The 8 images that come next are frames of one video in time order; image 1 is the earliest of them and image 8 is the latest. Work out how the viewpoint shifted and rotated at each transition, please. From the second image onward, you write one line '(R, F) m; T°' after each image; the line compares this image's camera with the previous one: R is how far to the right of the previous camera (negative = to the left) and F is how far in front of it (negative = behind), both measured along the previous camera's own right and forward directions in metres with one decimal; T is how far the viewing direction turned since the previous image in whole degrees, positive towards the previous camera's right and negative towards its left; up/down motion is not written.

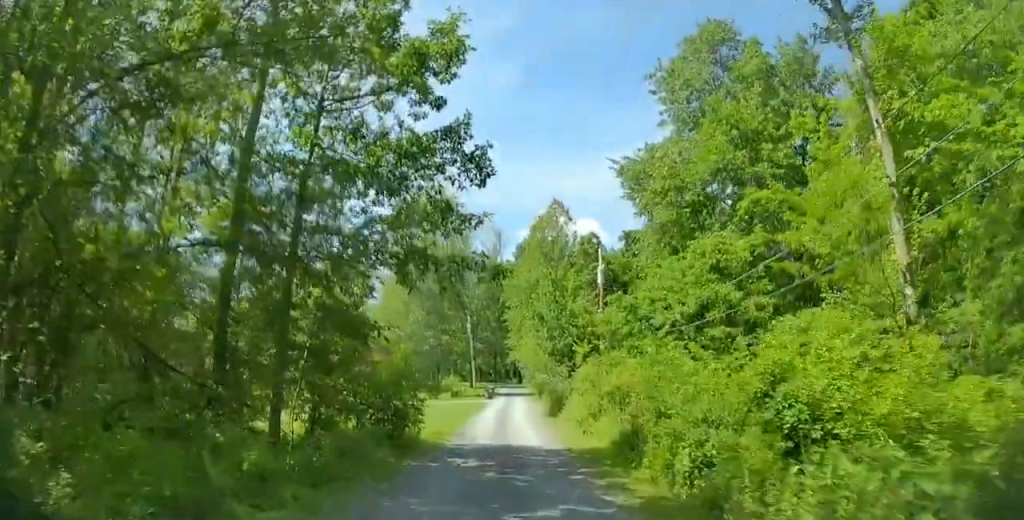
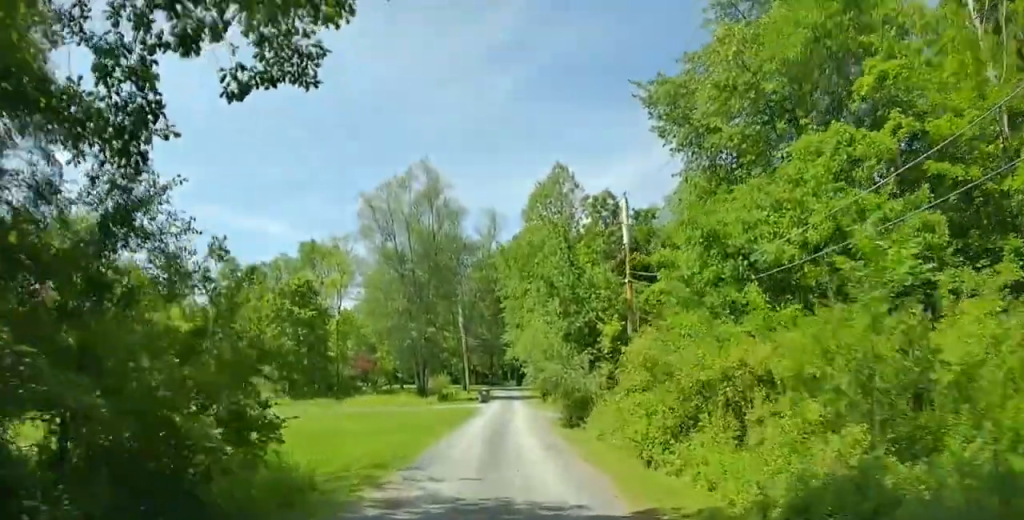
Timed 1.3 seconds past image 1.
(+0.3, +9.6) m; +1°
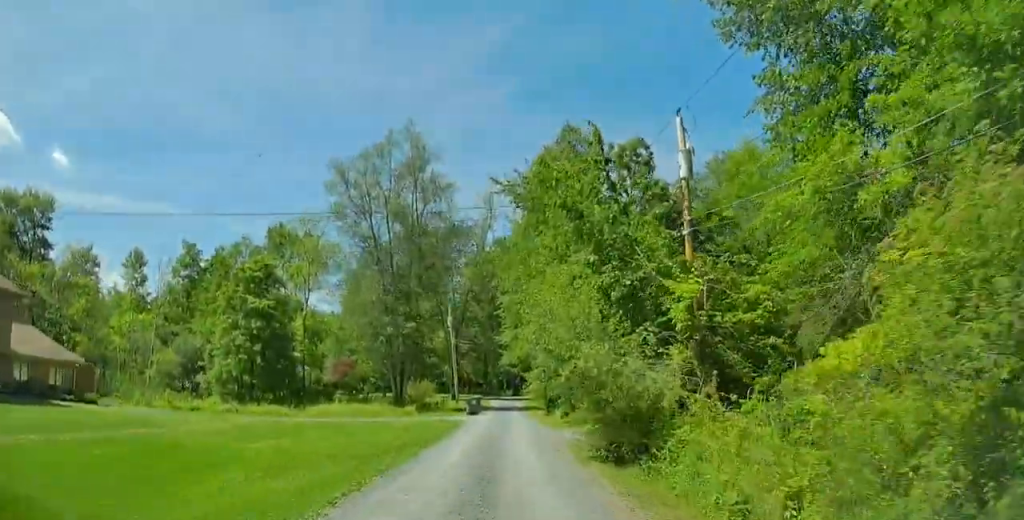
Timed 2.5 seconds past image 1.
(-0.4, +9.9) m; -3°
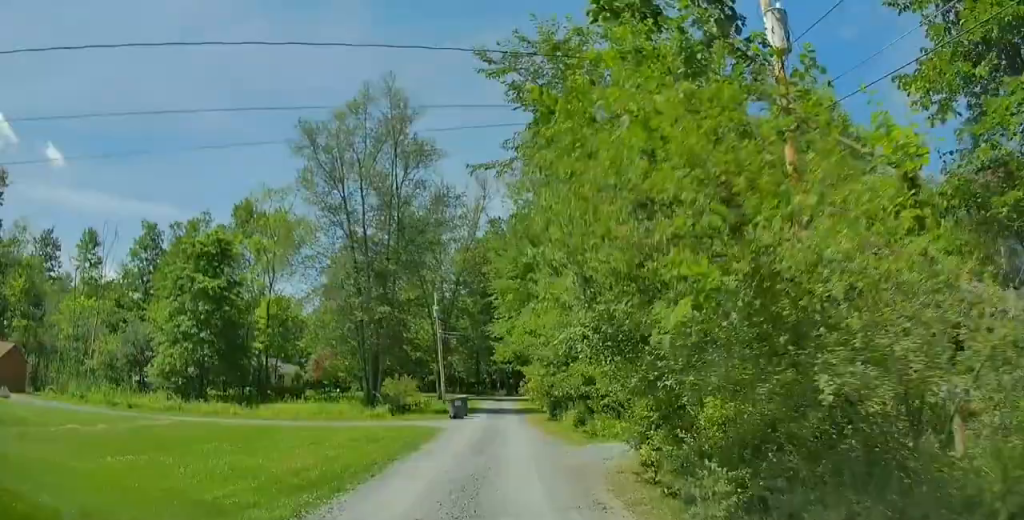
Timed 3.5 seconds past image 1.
(-0.1, +7.8) m; +2°
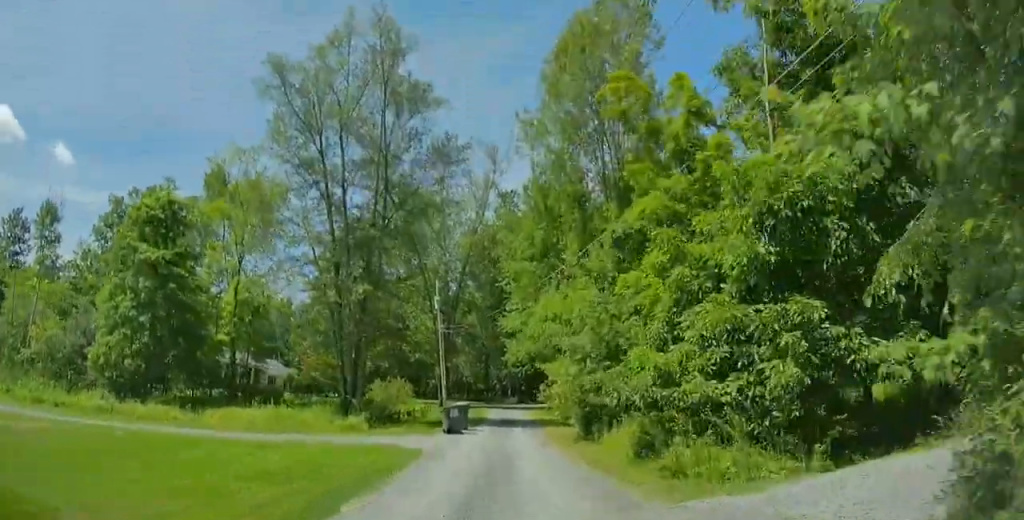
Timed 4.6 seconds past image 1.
(+0.6, +8.9) m; +5°
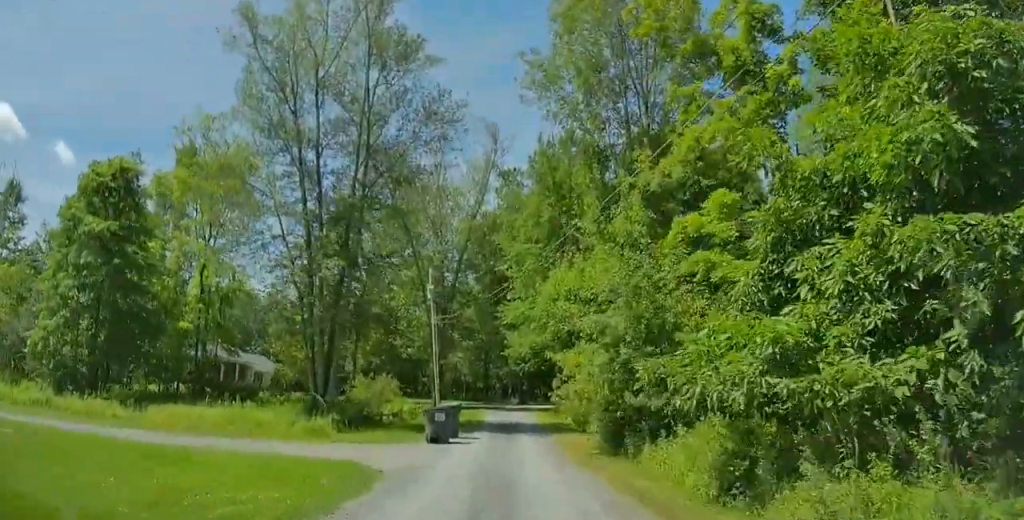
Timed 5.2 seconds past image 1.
(+0.1, +5.4) m; +1°
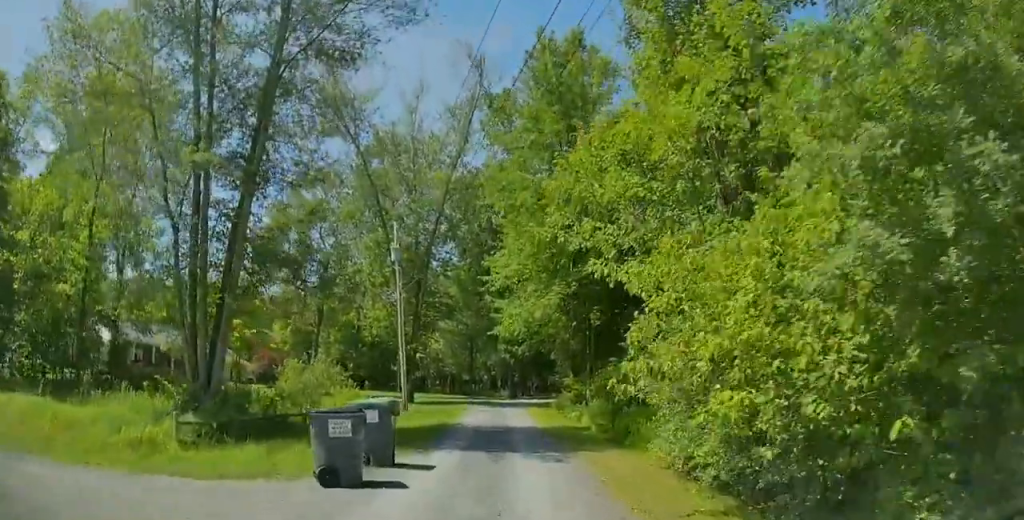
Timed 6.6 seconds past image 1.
(0.0, +11.3) m; -1°
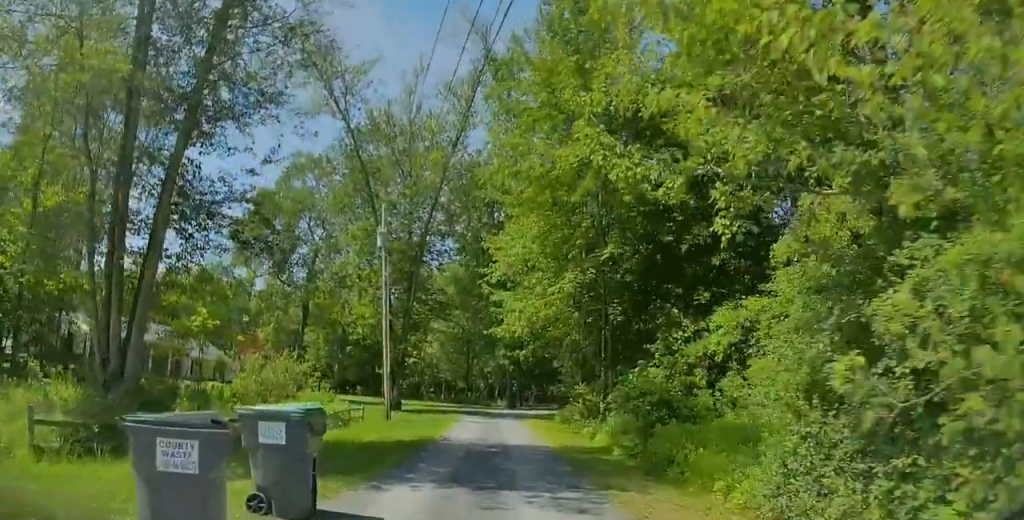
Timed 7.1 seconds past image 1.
(+0.1, +4.6) m; -2°
